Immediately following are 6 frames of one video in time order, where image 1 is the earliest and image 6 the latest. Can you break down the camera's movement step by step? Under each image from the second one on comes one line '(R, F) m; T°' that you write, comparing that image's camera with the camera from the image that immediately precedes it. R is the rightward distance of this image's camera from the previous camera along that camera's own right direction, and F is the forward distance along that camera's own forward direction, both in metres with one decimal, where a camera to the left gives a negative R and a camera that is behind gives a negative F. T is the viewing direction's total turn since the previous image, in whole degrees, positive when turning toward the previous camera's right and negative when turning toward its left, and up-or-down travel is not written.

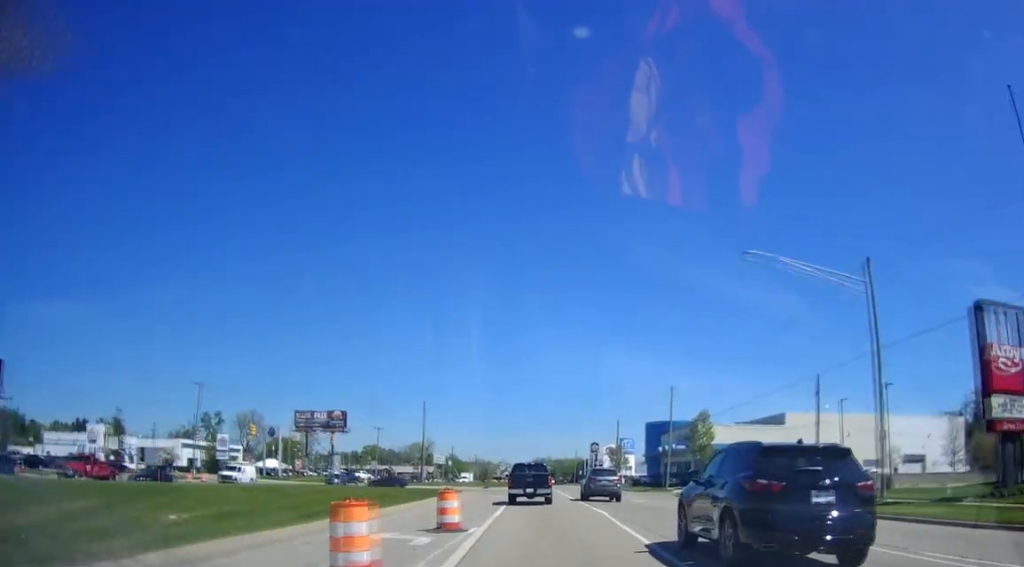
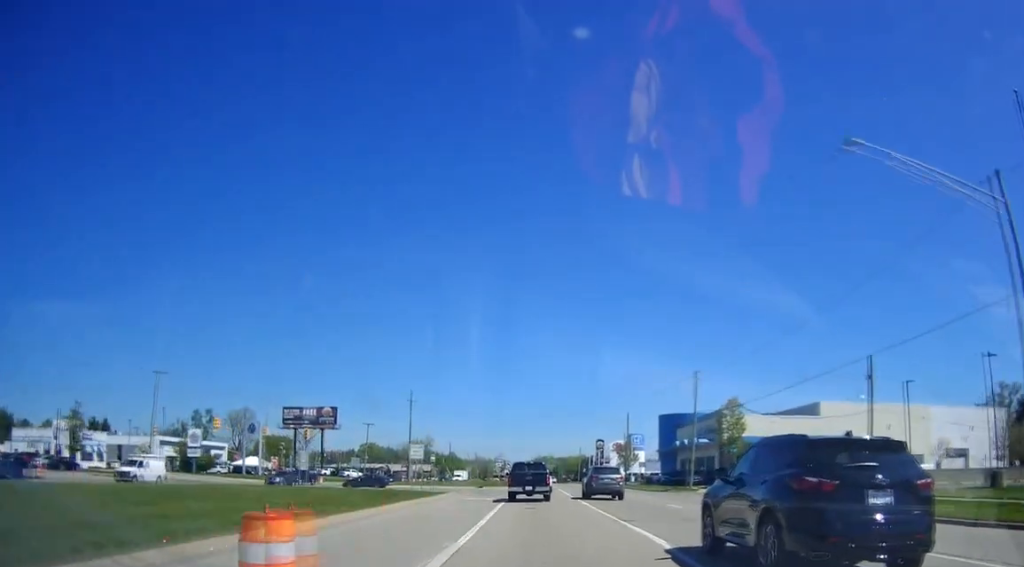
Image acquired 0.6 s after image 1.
(0.0, +10.6) m; 0°
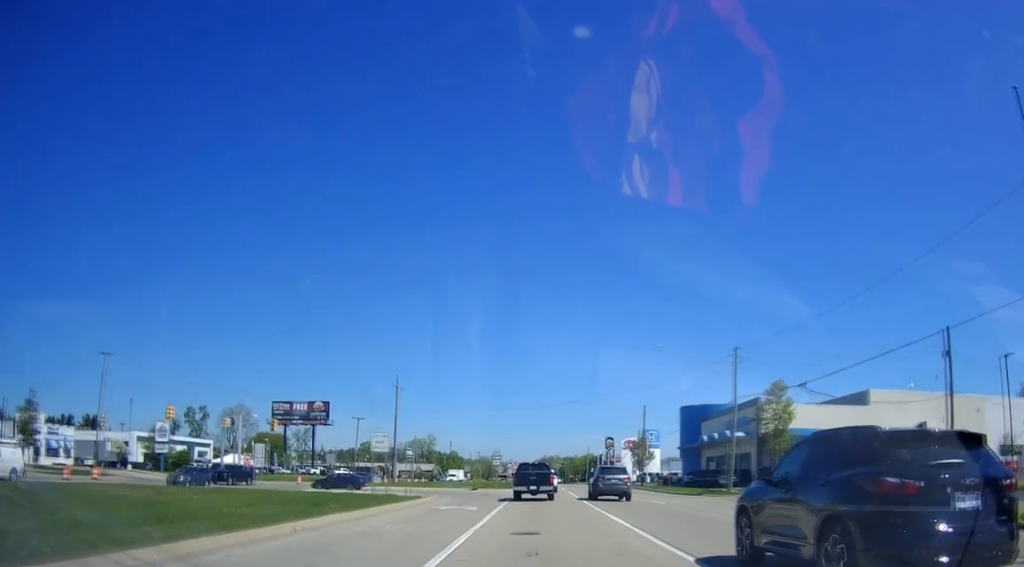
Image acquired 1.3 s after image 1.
(0.0, +10.8) m; 0°
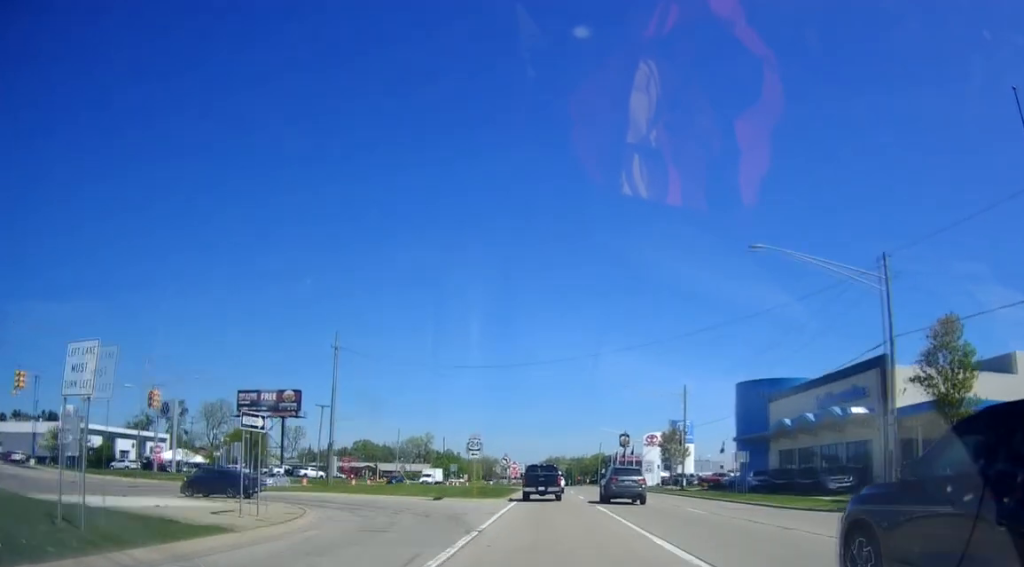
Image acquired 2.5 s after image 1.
(0.0, +23.0) m; 0°
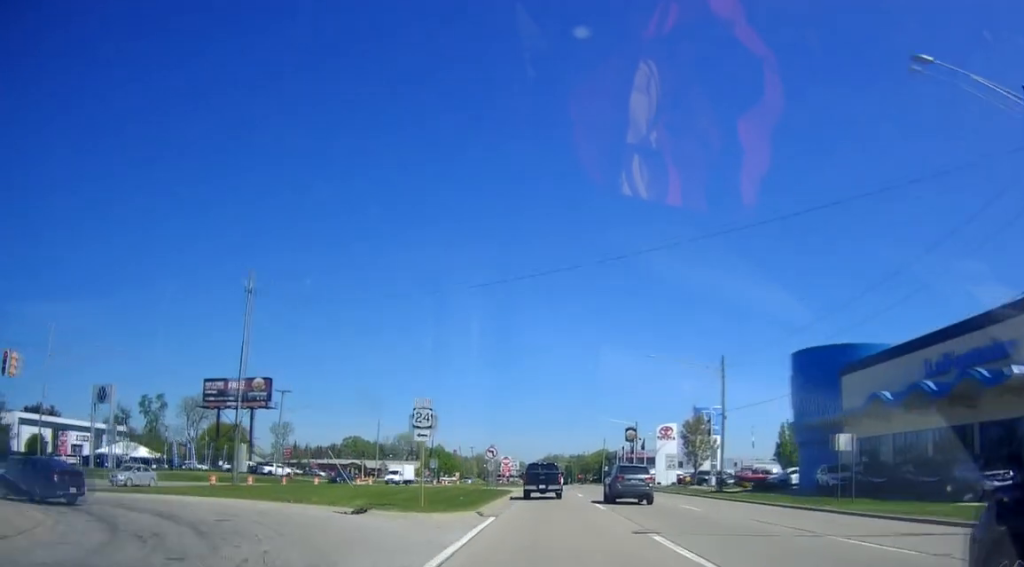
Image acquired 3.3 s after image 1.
(0.0, +15.0) m; 0°
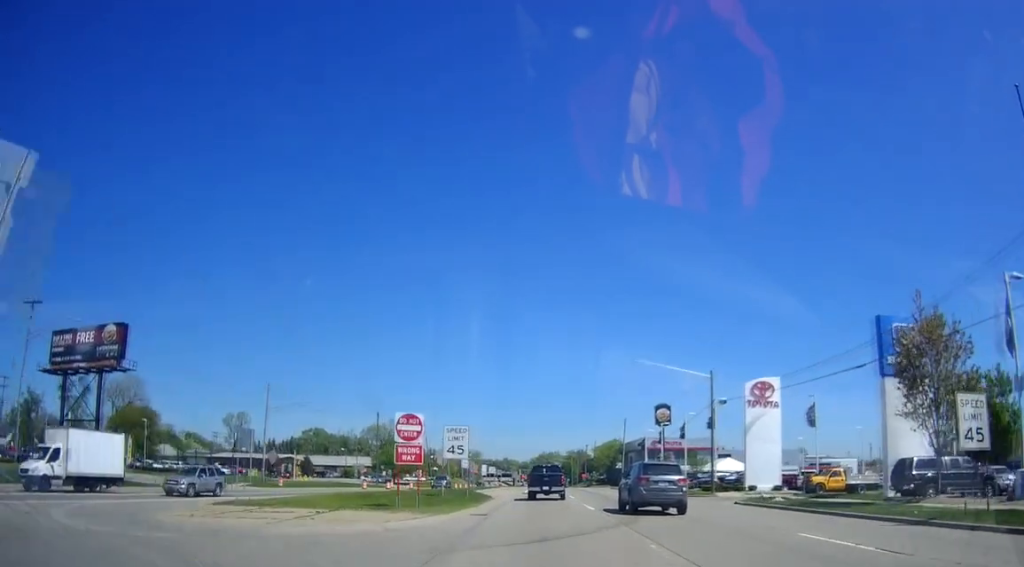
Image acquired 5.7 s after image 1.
(-0.4, +46.8) m; -1°
